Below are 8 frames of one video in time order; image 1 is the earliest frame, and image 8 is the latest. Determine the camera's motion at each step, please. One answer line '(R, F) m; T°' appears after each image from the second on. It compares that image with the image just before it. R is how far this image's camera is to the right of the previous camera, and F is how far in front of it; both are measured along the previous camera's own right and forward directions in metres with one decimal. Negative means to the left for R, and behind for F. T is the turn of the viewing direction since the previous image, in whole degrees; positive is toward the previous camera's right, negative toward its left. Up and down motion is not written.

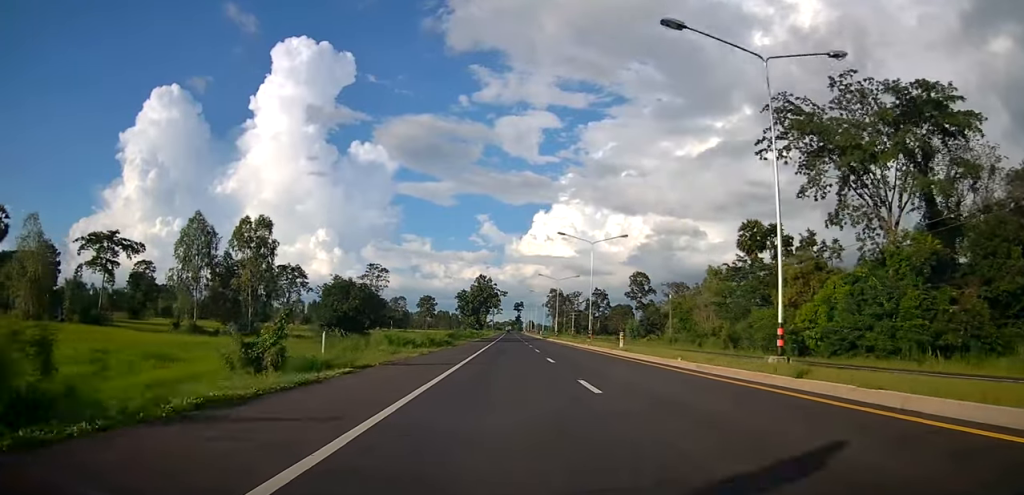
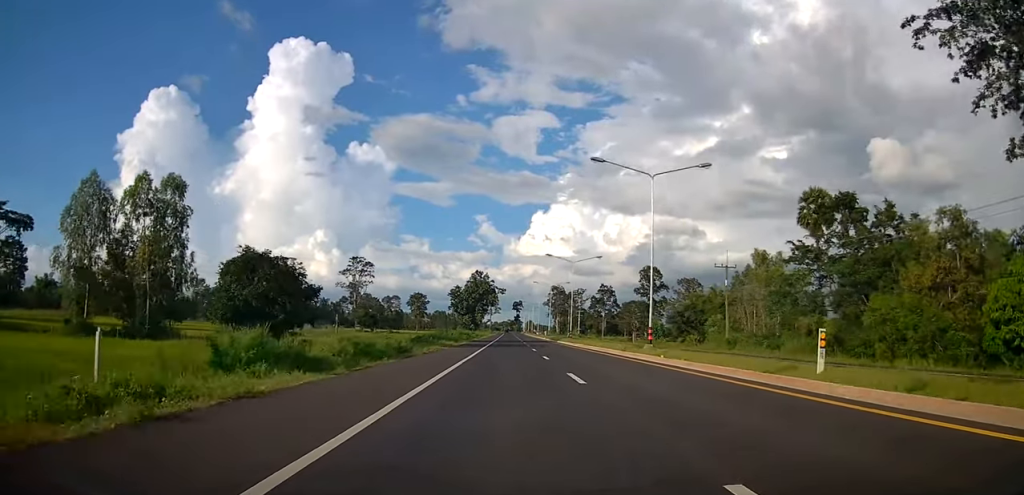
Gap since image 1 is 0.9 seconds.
(-0.5, +22.1) m; -1°
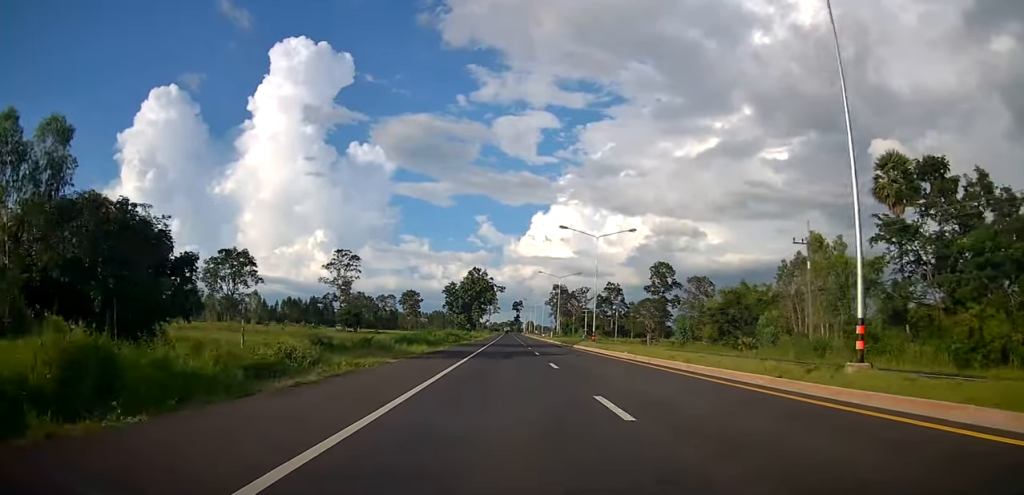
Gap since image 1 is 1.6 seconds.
(-0.1, +17.6) m; +1°
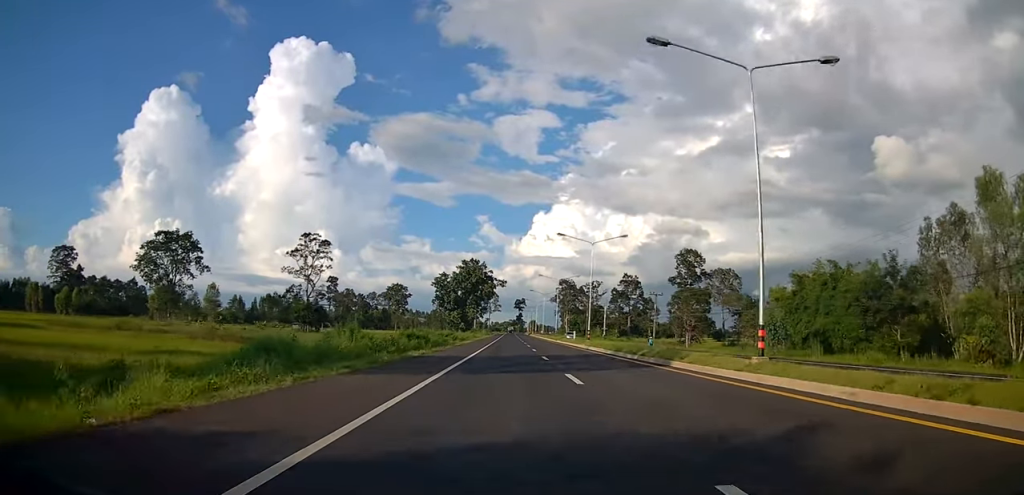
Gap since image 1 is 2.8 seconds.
(+0.7, +30.7) m; 0°
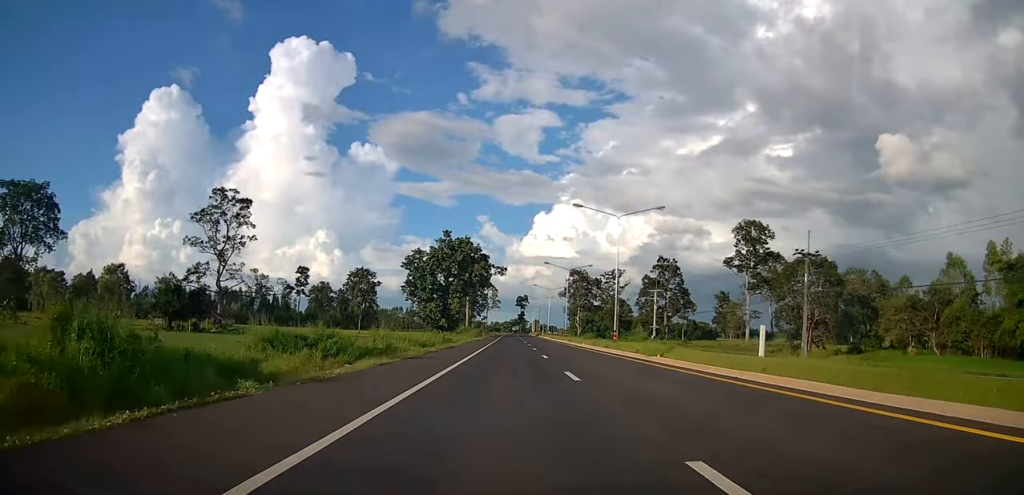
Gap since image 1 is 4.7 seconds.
(-1.4, +47.4) m; 0°
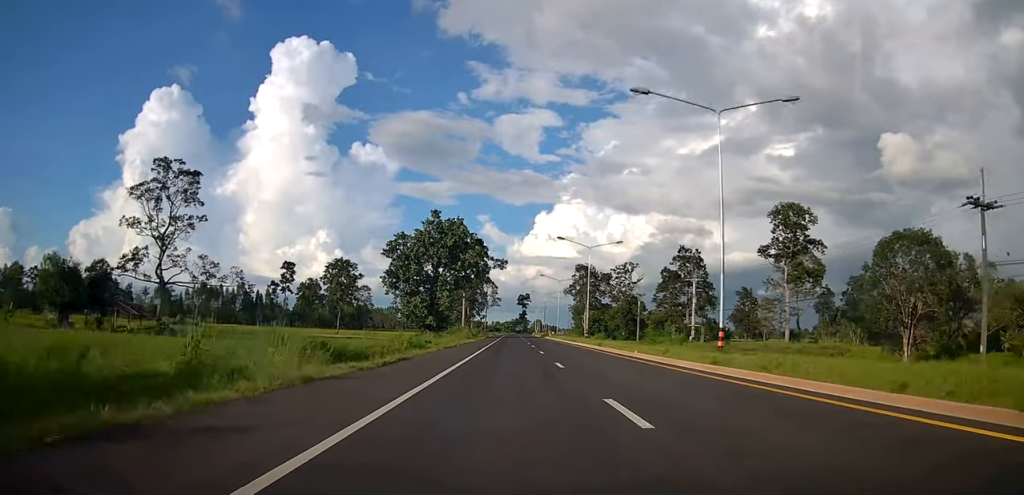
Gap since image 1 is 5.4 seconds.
(+0.6, +19.2) m; 0°
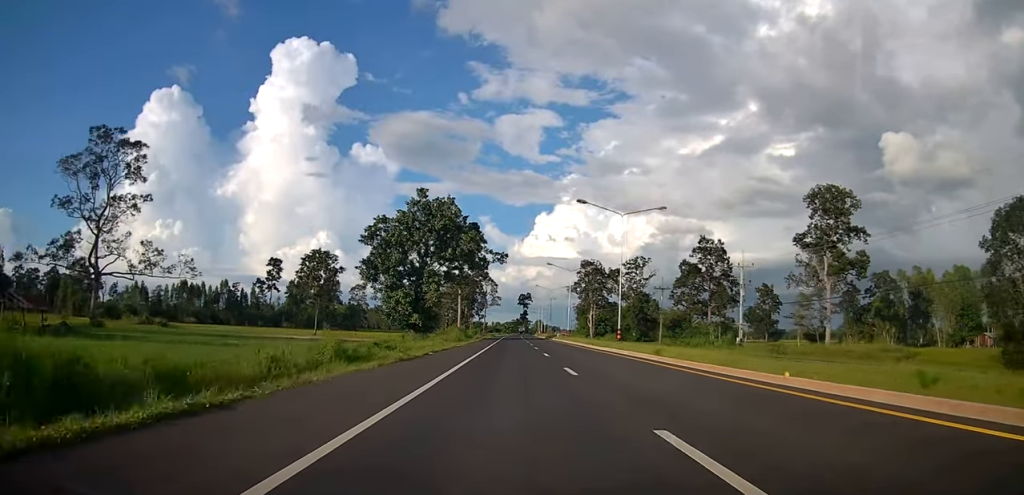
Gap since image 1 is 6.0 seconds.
(-0.1, +15.4) m; -1°
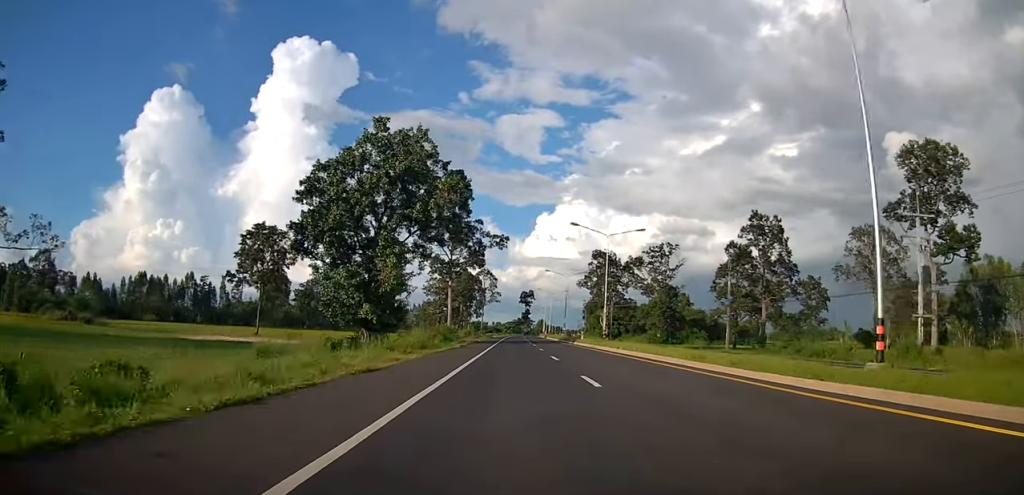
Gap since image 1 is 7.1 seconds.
(-0.6, +27.4) m; -1°
